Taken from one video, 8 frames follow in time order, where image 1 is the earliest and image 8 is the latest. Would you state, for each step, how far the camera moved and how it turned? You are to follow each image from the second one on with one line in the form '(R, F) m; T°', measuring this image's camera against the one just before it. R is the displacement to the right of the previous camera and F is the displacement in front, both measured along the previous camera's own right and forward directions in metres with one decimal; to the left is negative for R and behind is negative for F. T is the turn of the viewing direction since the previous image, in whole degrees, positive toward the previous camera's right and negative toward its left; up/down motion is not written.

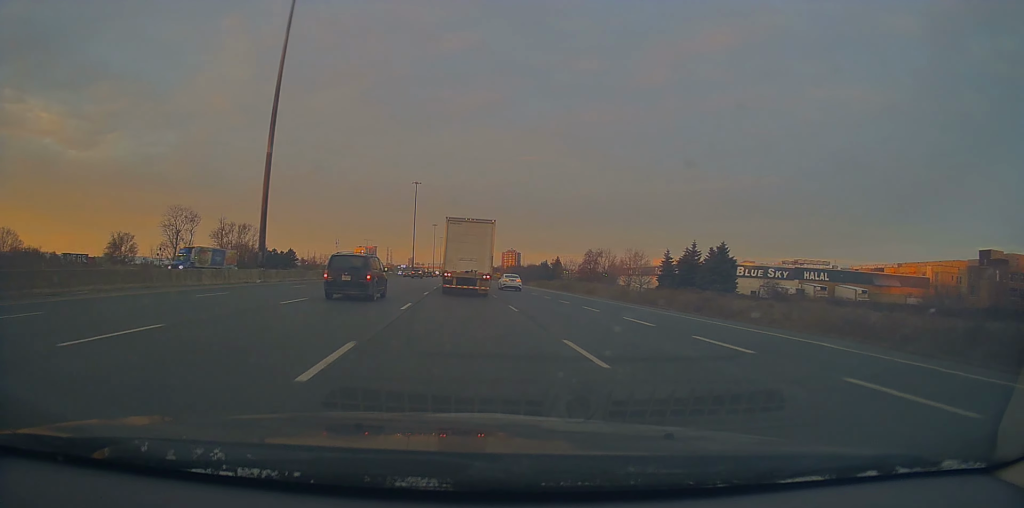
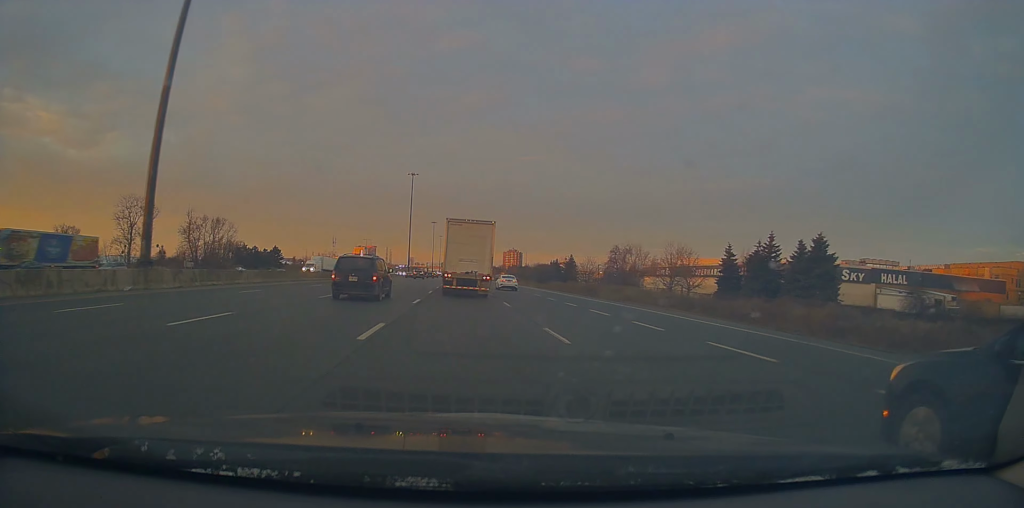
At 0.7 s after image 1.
(+0.2, +20.3) m; 0°
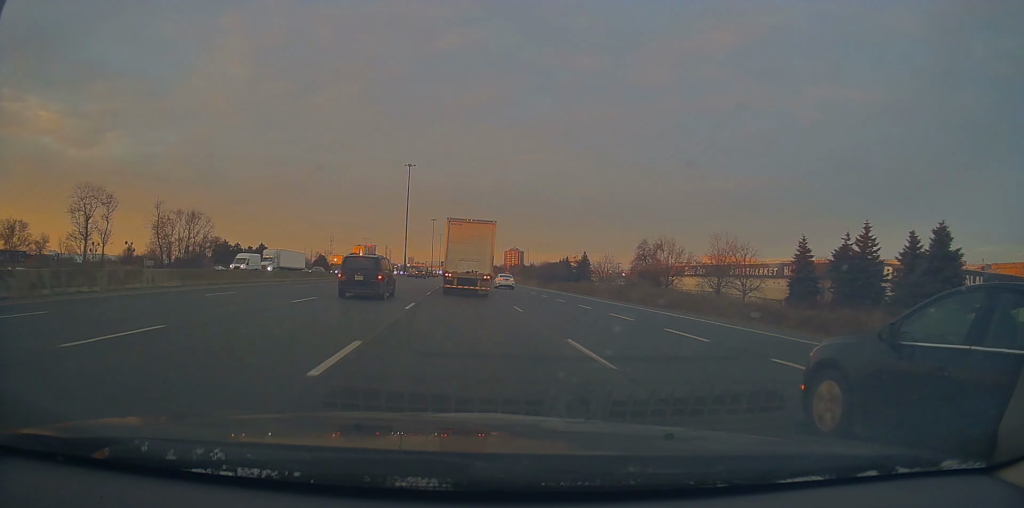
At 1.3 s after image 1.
(-0.1, +15.5) m; -1°
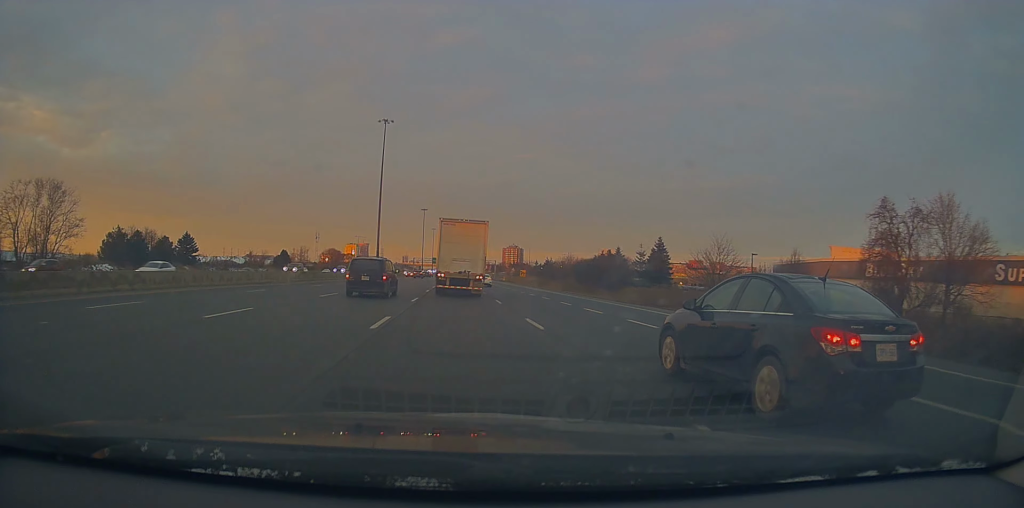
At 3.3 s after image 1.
(-0.2, +53.8) m; +1°
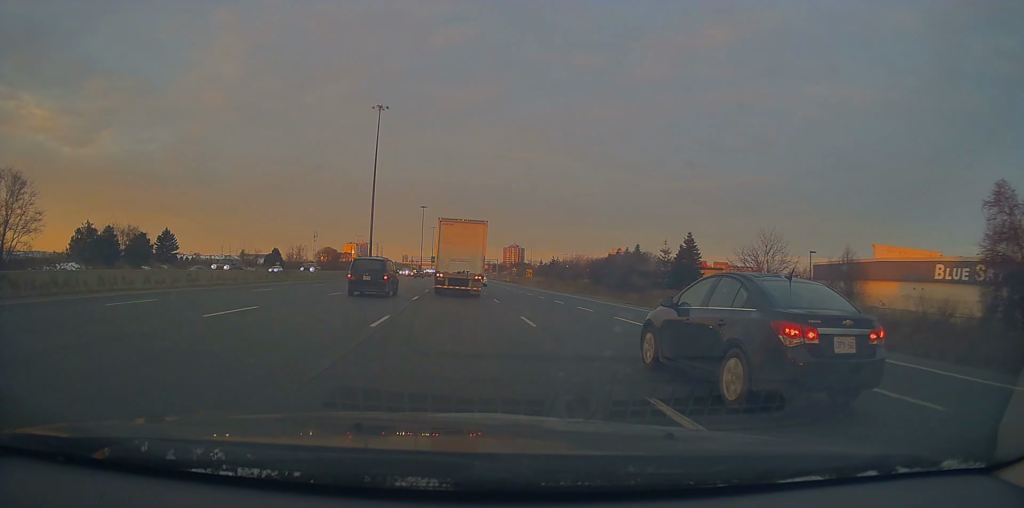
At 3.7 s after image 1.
(+0.1, +11.0) m; 0°
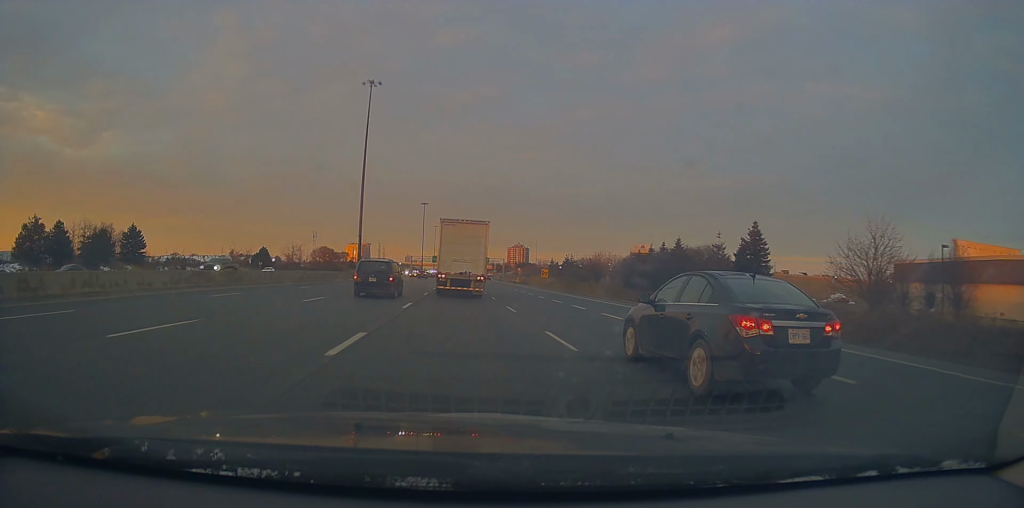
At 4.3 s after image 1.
(0.0, +16.5) m; 0°
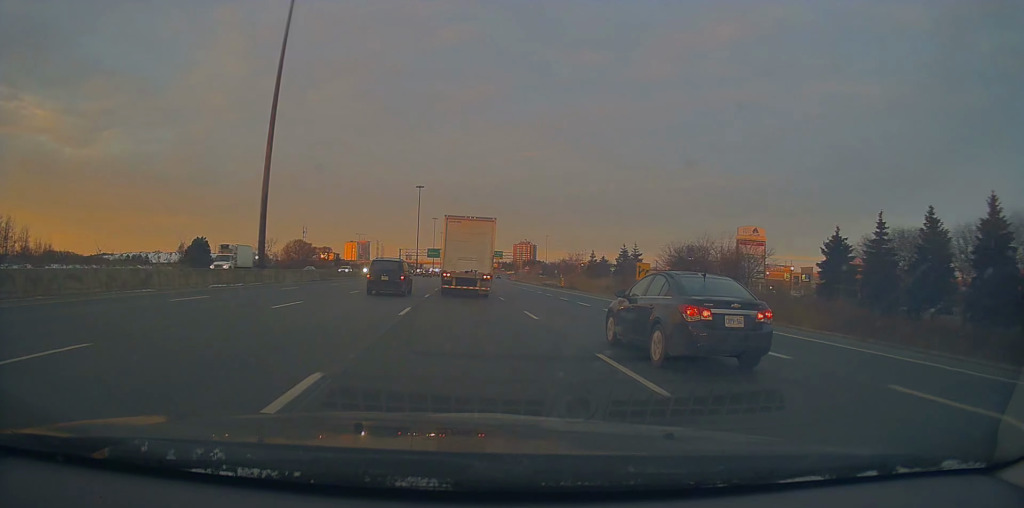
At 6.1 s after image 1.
(-0.3, +51.9) m; +1°
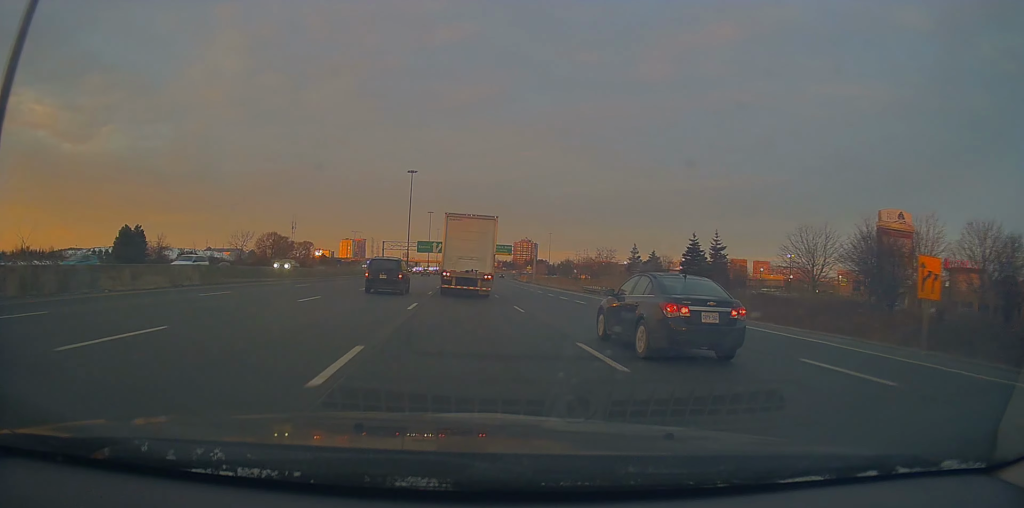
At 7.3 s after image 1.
(+0.5, +32.8) m; 0°
